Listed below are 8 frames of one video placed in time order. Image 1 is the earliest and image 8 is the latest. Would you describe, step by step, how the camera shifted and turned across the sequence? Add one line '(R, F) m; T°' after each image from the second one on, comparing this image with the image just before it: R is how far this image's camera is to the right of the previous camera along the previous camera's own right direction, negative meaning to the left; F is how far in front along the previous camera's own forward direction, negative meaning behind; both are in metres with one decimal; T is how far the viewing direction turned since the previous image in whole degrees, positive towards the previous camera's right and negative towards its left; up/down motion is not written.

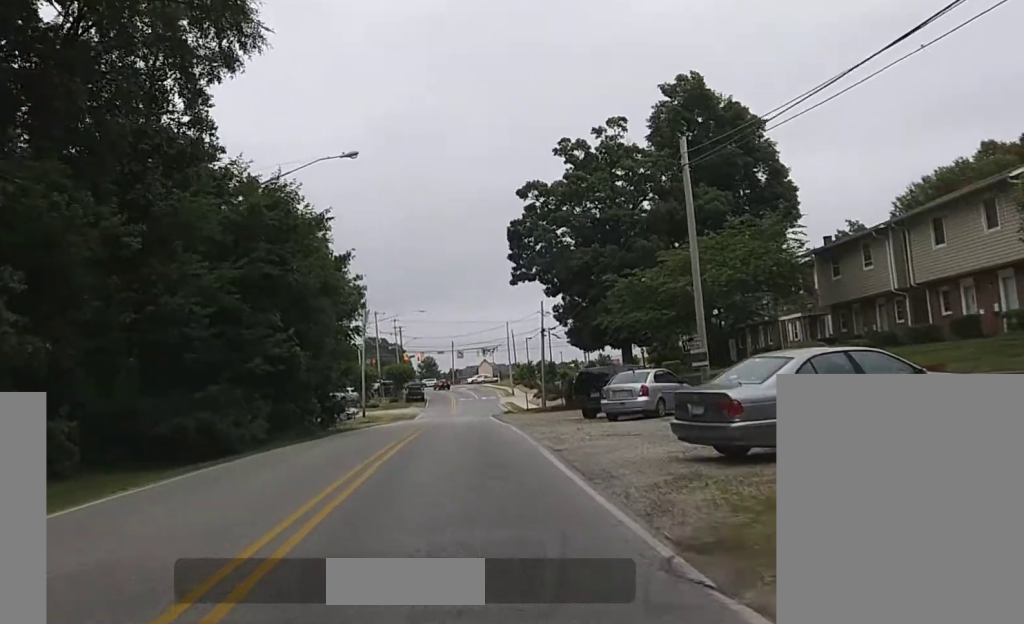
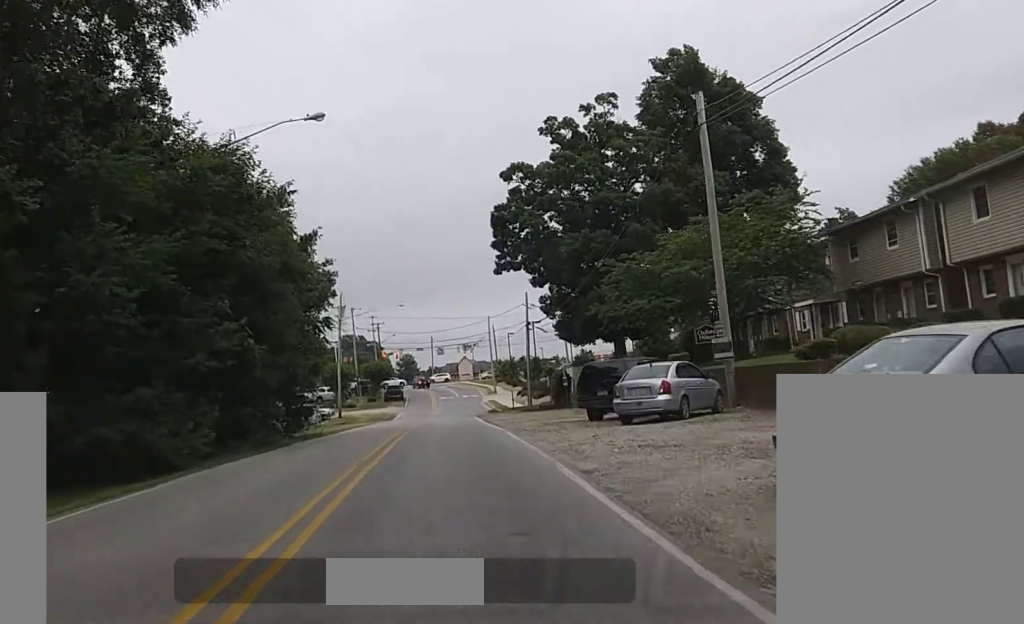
(0.0, +4.5) m; 0°
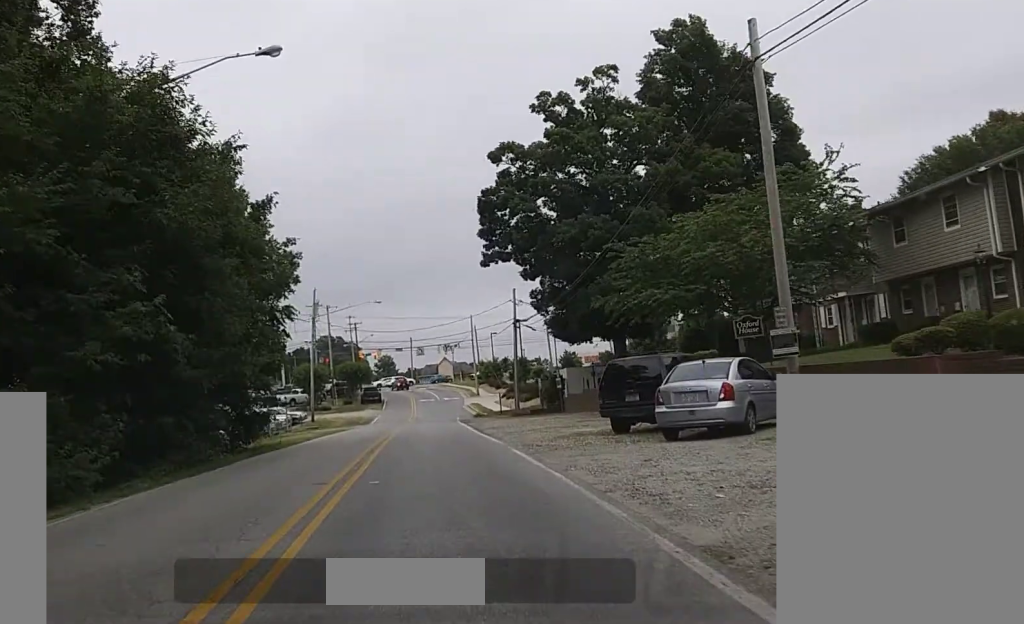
(0.0, +7.1) m; 0°
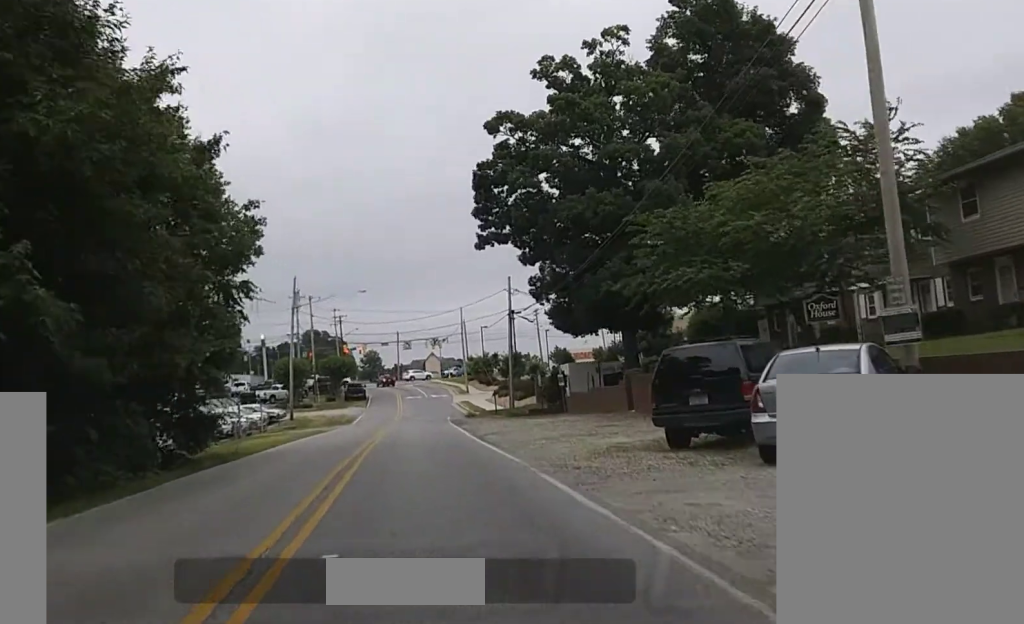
(0.0, +6.1) m; 0°
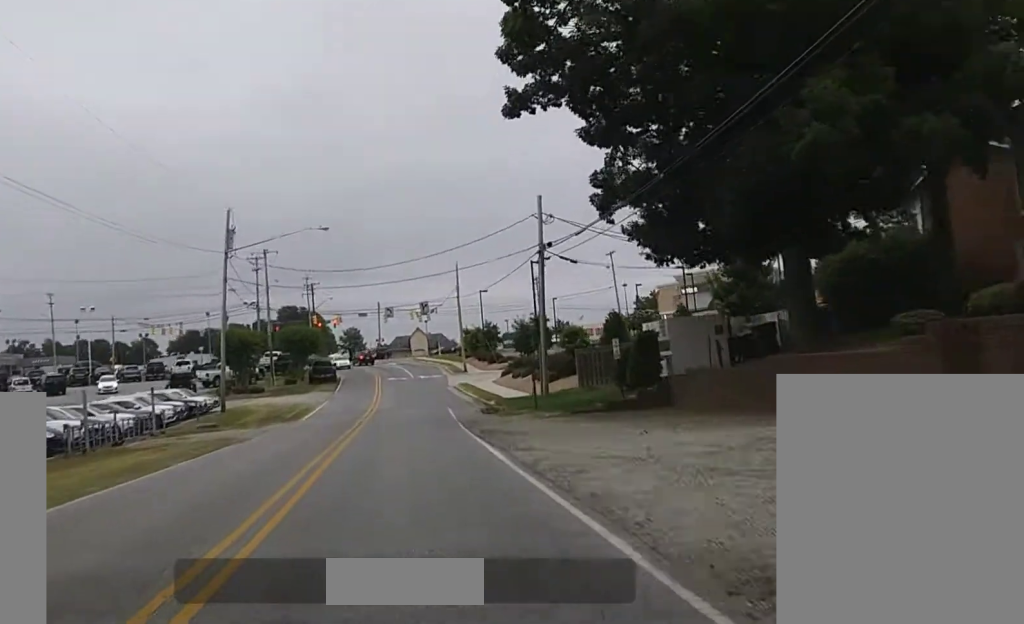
(+0.4, +26.4) m; +2°
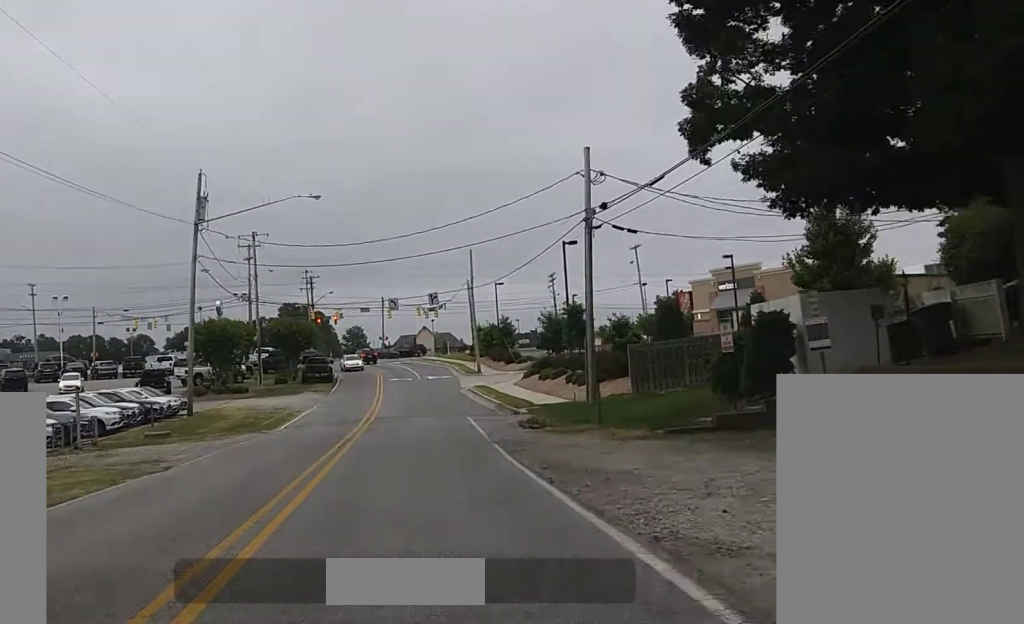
(+0.1, +10.0) m; 0°
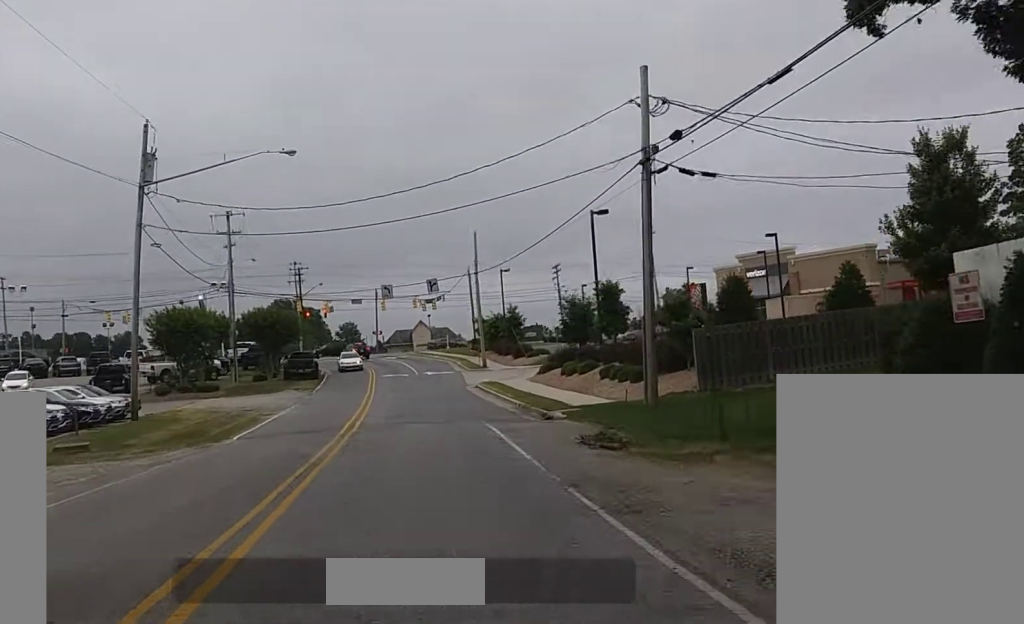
(0.0, +9.9) m; 0°
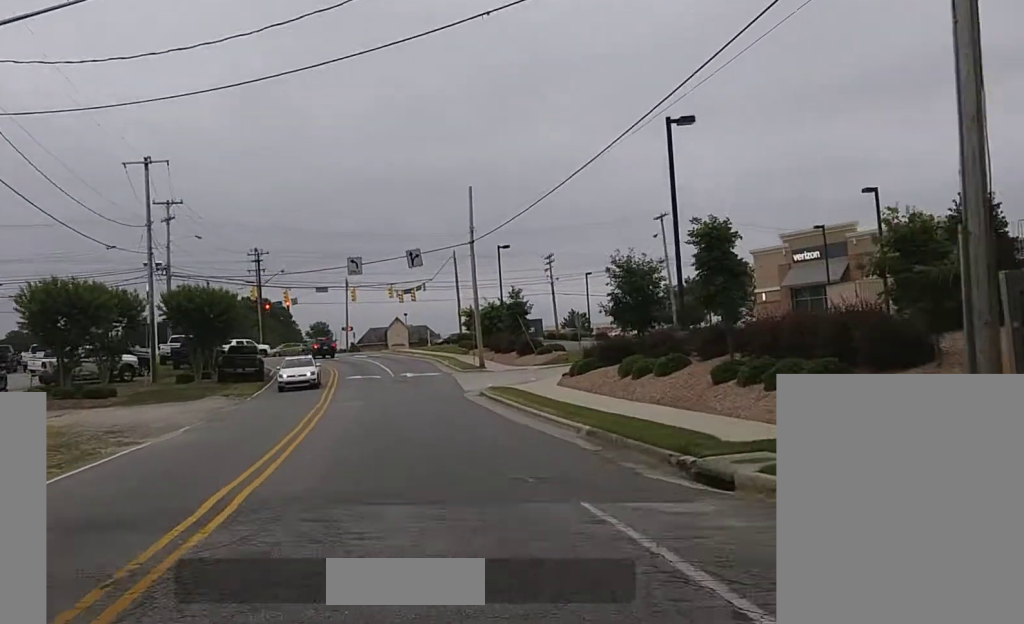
(0.0, +17.5) m; 0°
